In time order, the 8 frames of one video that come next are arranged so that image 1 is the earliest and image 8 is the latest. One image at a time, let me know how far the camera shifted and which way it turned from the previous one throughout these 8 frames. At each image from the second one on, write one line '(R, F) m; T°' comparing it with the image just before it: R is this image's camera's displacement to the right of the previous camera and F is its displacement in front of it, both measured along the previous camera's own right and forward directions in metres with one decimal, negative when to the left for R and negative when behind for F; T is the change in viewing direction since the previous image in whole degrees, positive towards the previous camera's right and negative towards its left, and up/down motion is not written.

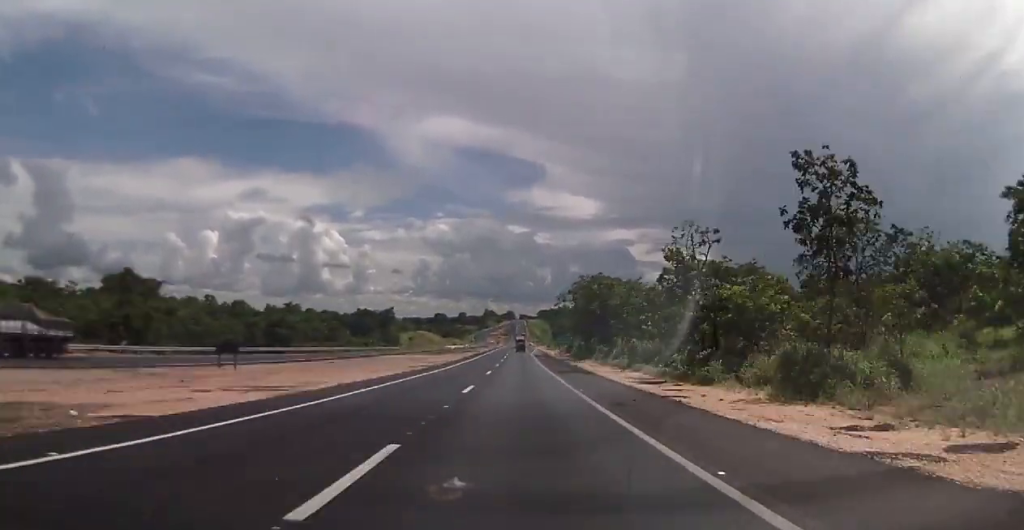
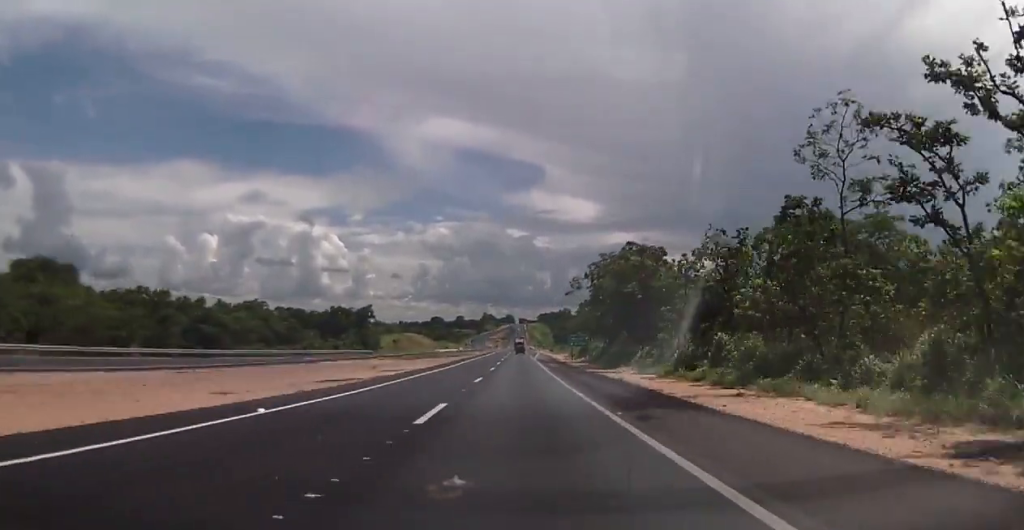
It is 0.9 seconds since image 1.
(-0.3, +26.1) m; 0°
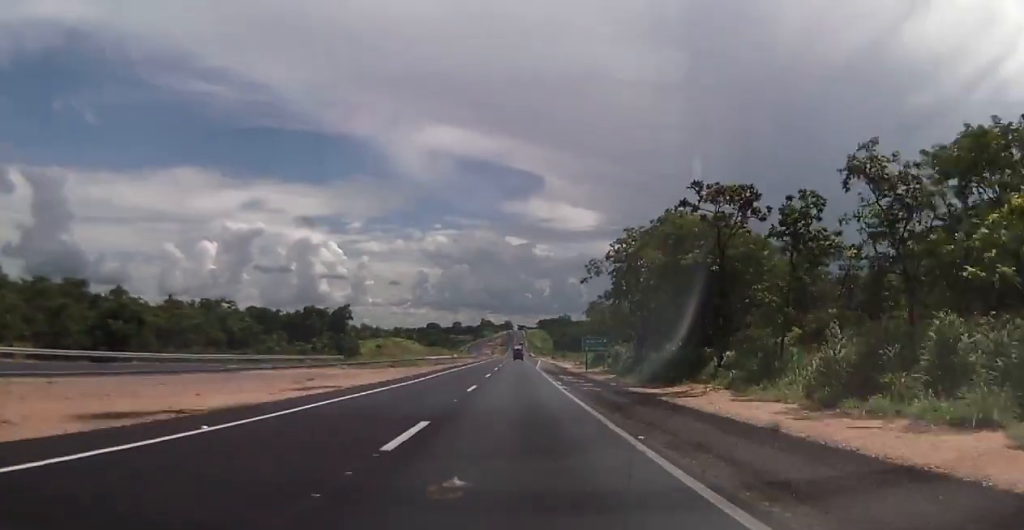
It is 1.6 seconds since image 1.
(+0.2, +19.3) m; 0°
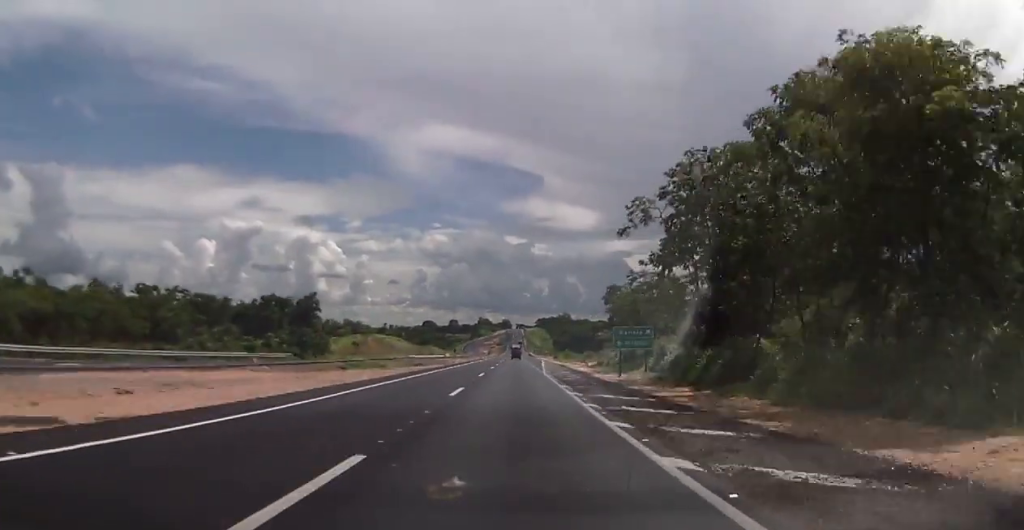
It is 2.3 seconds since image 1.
(0.0, +22.2) m; 0°
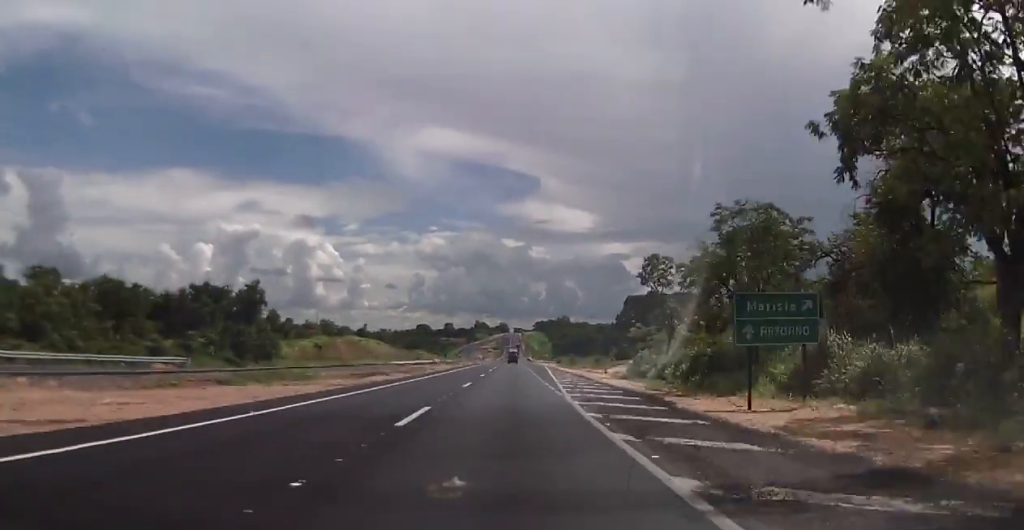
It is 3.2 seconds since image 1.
(-0.1, +25.0) m; 0°
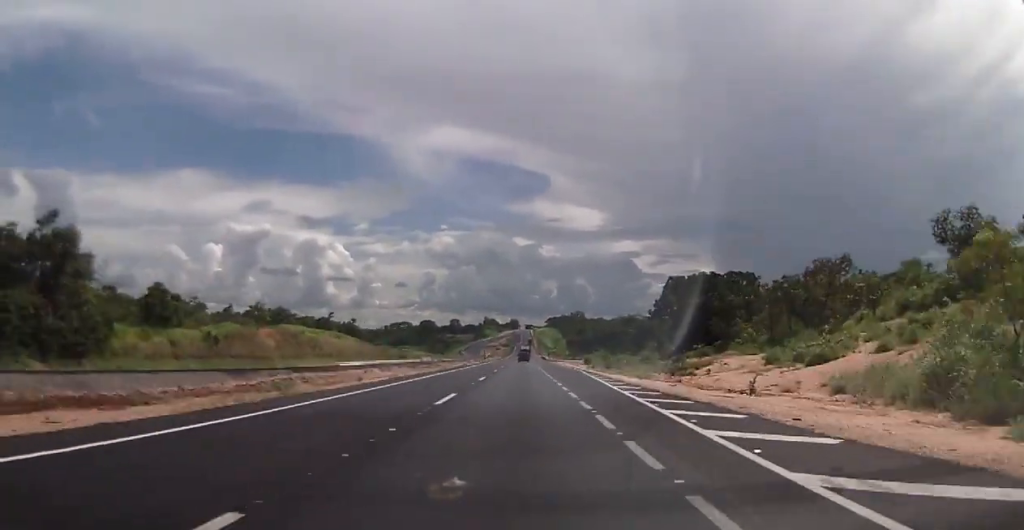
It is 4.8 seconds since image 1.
(-0.1, +45.5) m; 0°
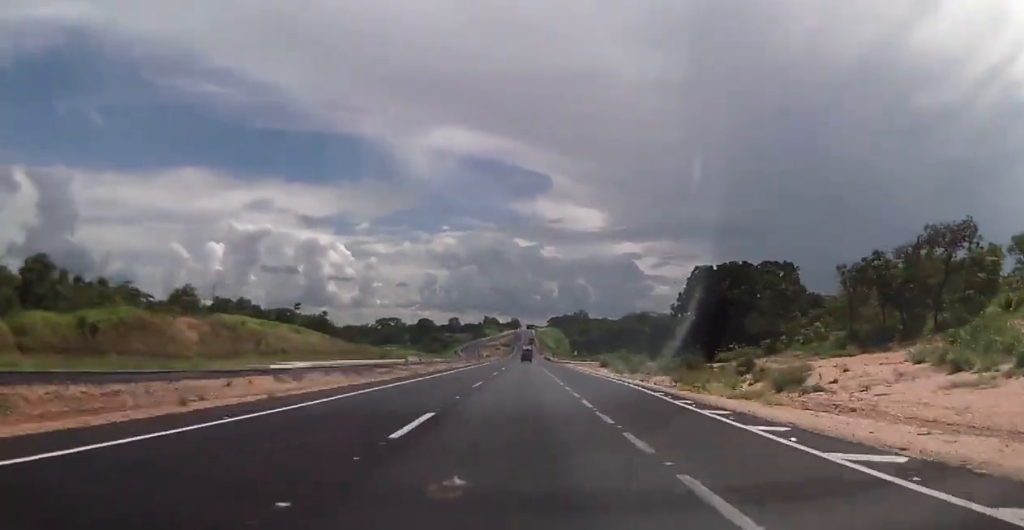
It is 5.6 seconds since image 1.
(+0.2, +23.5) m; 0°
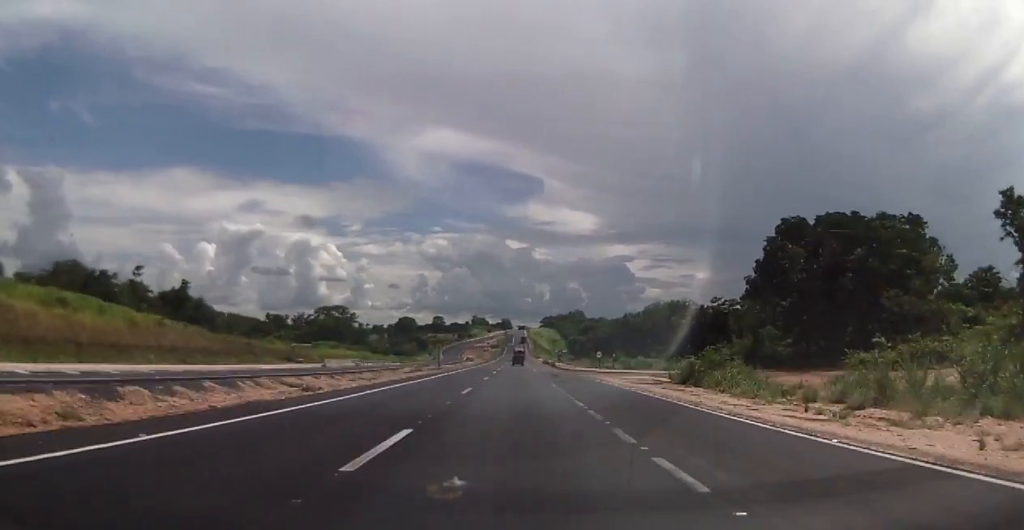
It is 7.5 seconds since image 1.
(-0.5, +52.5) m; 0°
